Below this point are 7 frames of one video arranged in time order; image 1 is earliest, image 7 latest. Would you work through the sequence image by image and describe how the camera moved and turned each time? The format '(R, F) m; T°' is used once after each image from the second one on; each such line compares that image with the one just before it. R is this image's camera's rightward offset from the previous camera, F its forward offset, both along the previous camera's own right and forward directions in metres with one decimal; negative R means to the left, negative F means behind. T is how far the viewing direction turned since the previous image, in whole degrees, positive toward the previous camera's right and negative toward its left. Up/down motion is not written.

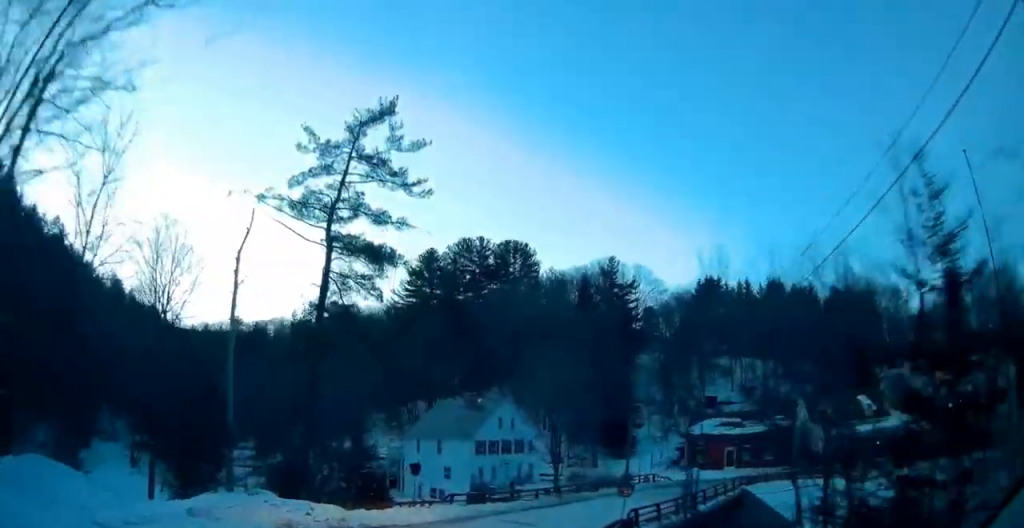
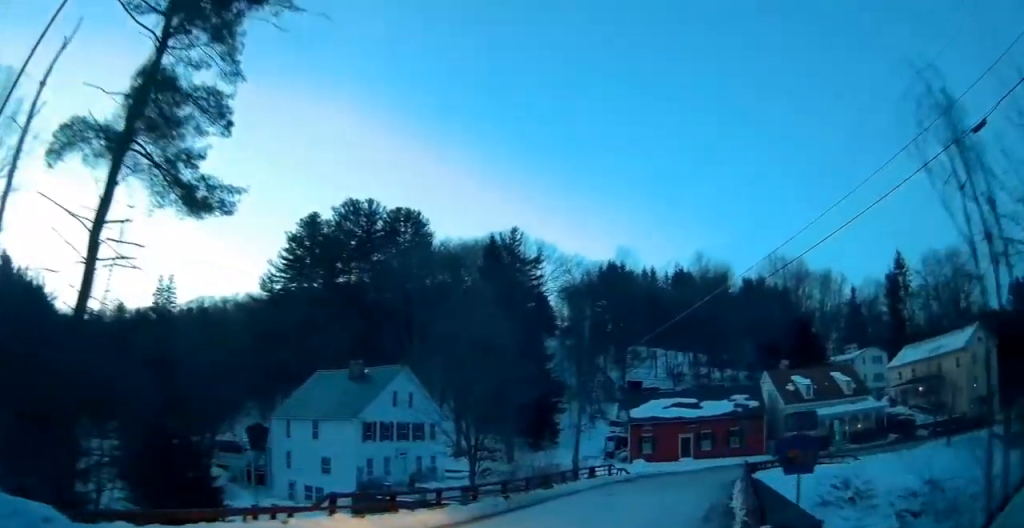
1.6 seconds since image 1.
(+2.4, +13.2) m; +19°
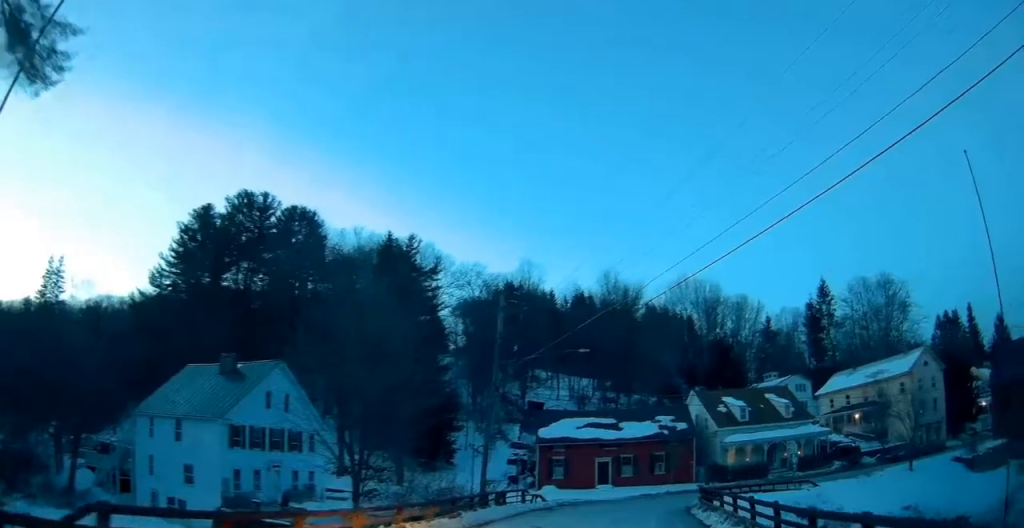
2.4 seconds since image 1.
(+0.6, +6.5) m; +12°
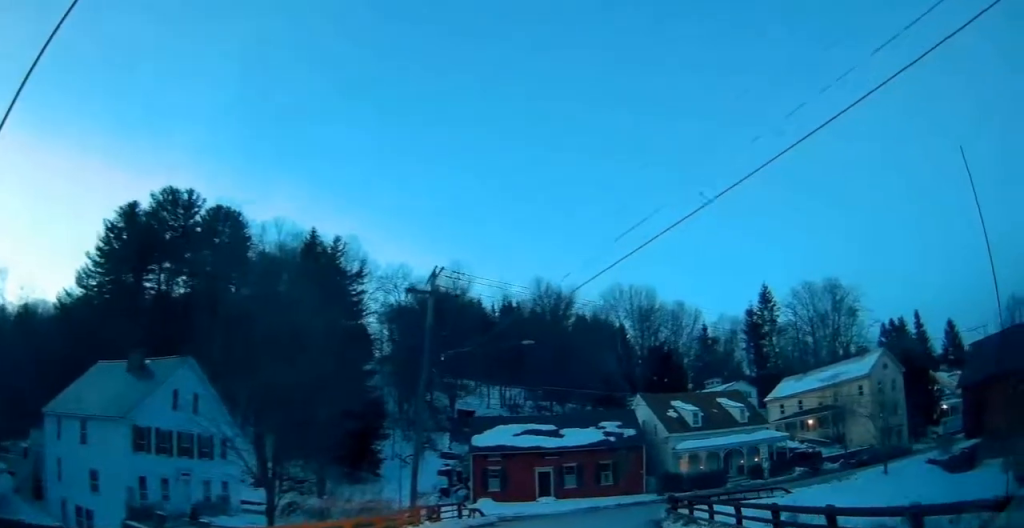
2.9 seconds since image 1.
(-0.1, +3.9) m; +8°
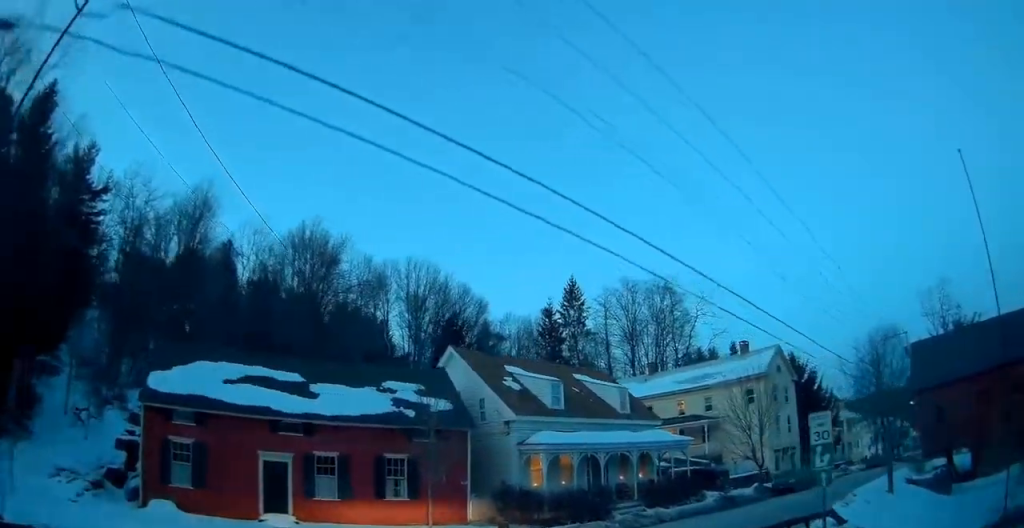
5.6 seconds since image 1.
(+6.0, +20.5) m; +29°
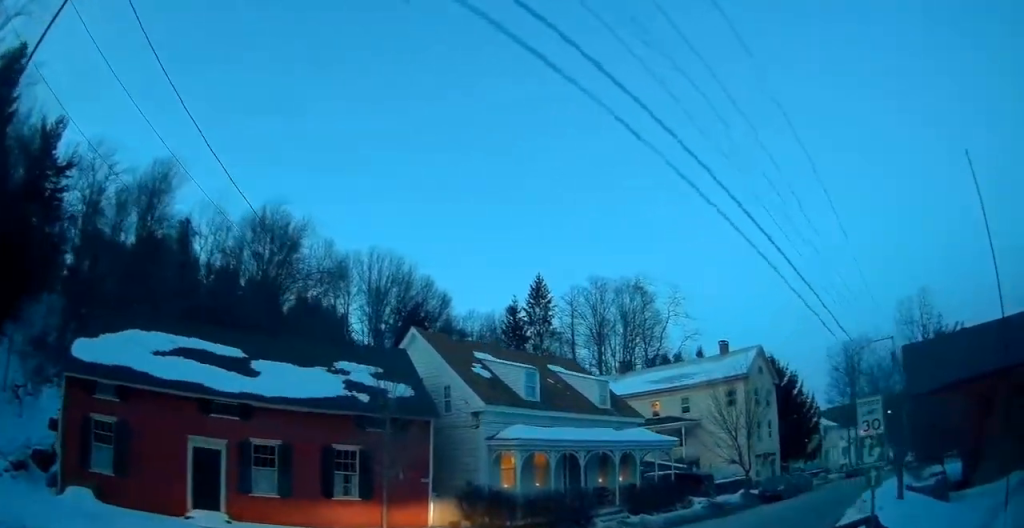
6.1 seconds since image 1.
(+0.1, +3.3) m; +6°
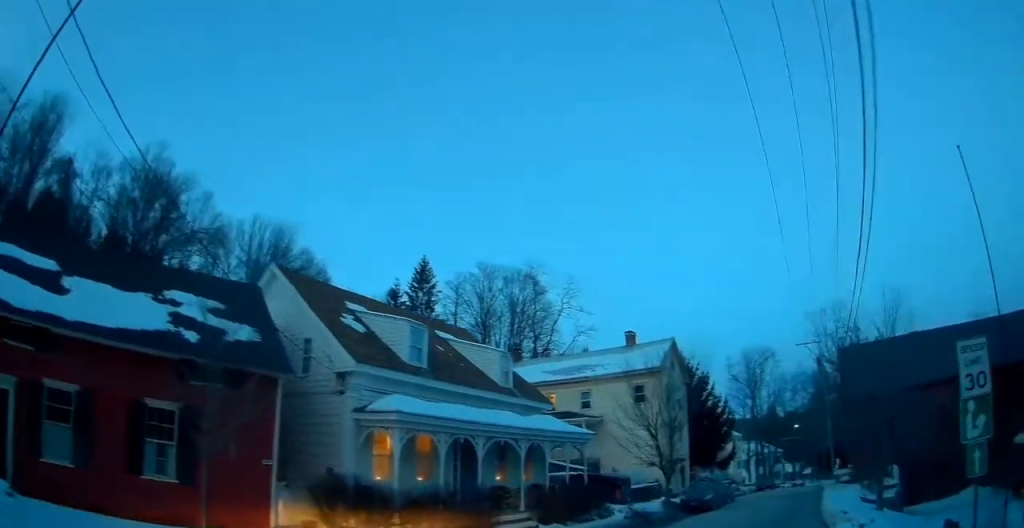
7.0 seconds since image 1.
(+0.7, +5.6) m; +14°
